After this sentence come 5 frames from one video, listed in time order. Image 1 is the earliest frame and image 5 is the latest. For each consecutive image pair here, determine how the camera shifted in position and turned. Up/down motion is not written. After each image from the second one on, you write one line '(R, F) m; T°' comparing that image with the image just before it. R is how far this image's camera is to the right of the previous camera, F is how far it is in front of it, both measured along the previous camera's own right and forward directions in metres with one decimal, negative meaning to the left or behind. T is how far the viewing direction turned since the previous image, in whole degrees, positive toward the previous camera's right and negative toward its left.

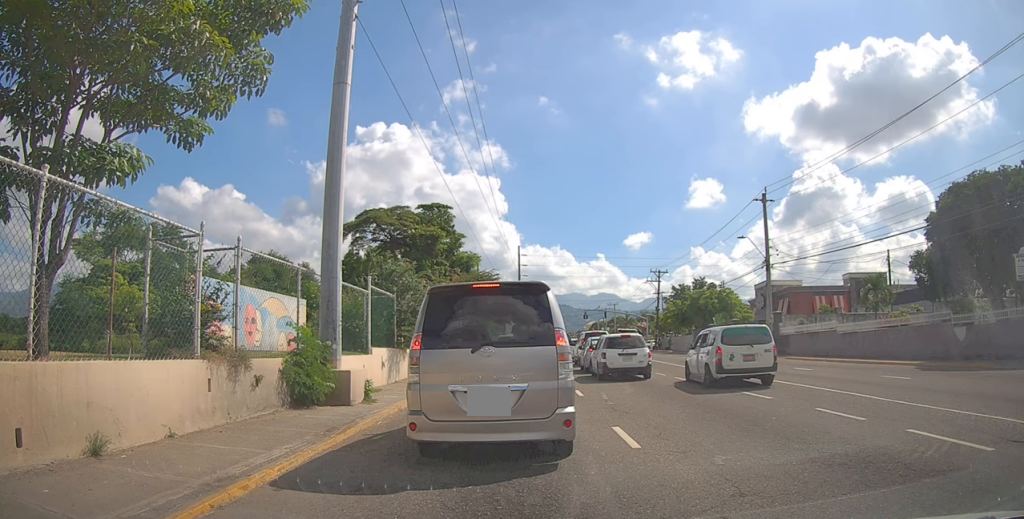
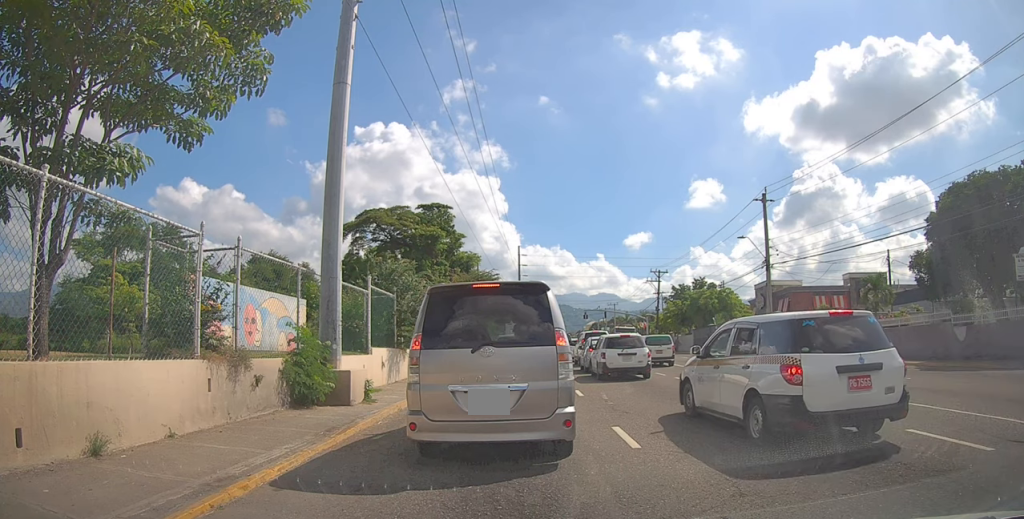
(0.0, 0.0) m; 0°
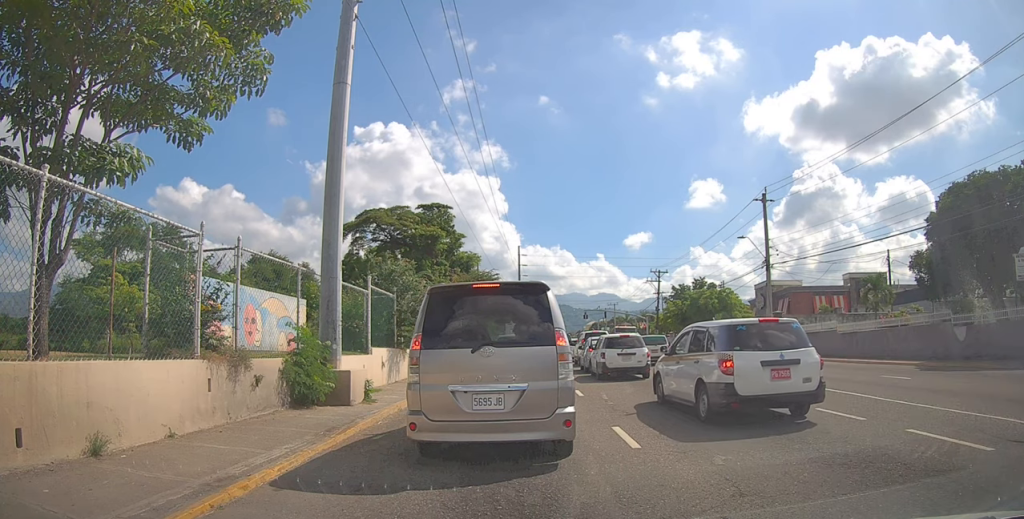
(0.0, 0.0) m; 0°
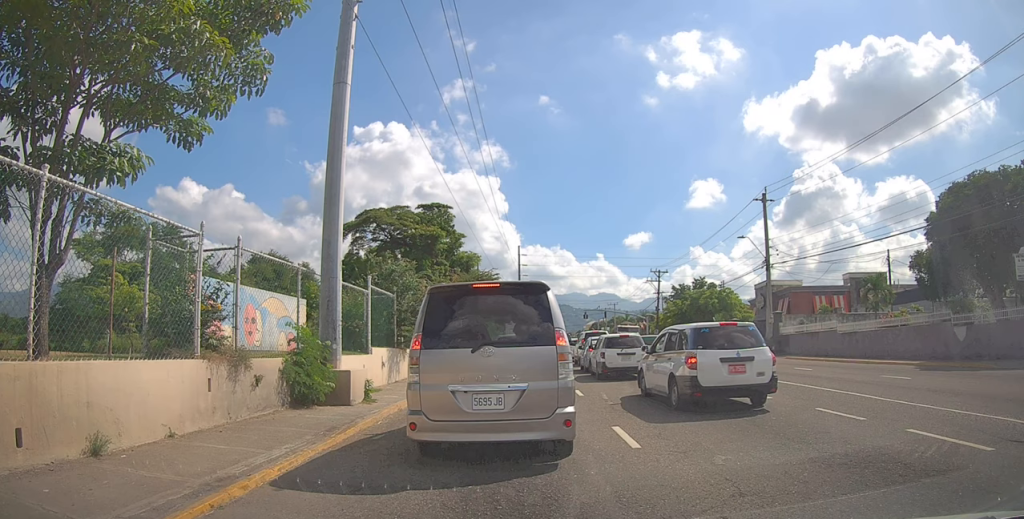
(0.0, 0.0) m; 0°
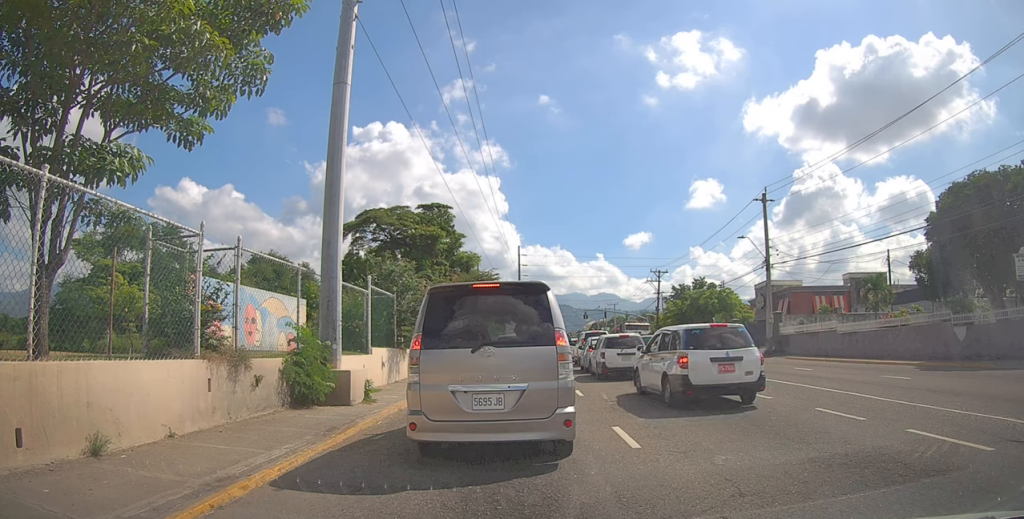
(0.0, 0.0) m; 0°
